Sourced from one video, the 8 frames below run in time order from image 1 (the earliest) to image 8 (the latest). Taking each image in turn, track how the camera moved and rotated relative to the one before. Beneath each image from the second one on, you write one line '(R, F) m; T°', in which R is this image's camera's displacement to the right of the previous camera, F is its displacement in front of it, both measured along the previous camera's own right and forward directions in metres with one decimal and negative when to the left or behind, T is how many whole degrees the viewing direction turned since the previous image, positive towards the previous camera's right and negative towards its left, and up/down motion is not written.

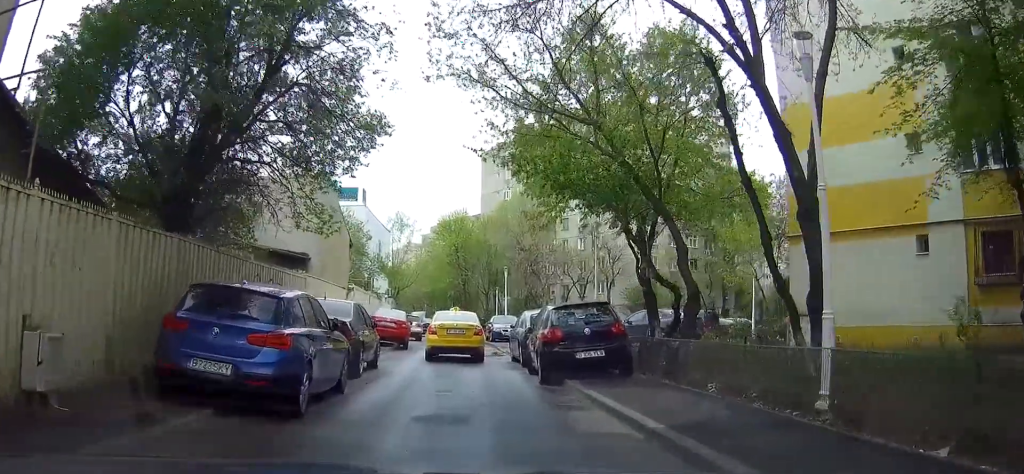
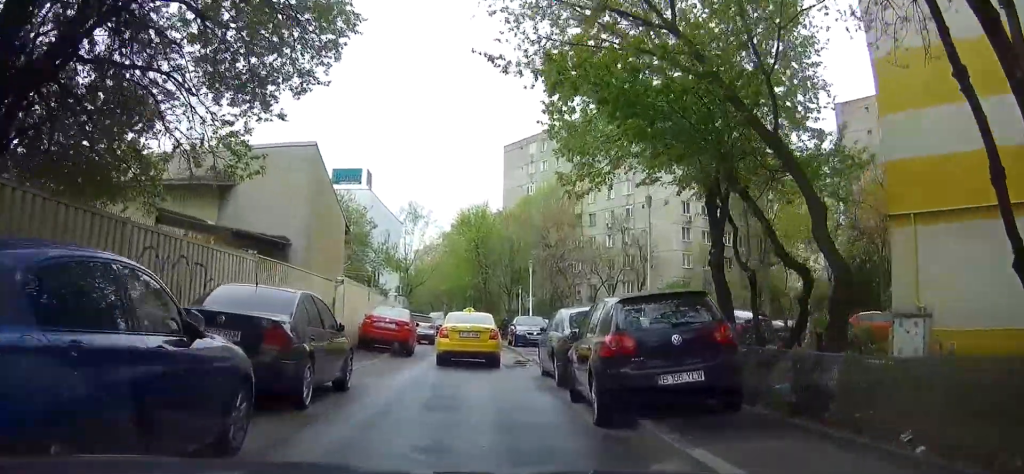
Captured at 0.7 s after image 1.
(-0.1, +5.4) m; +2°
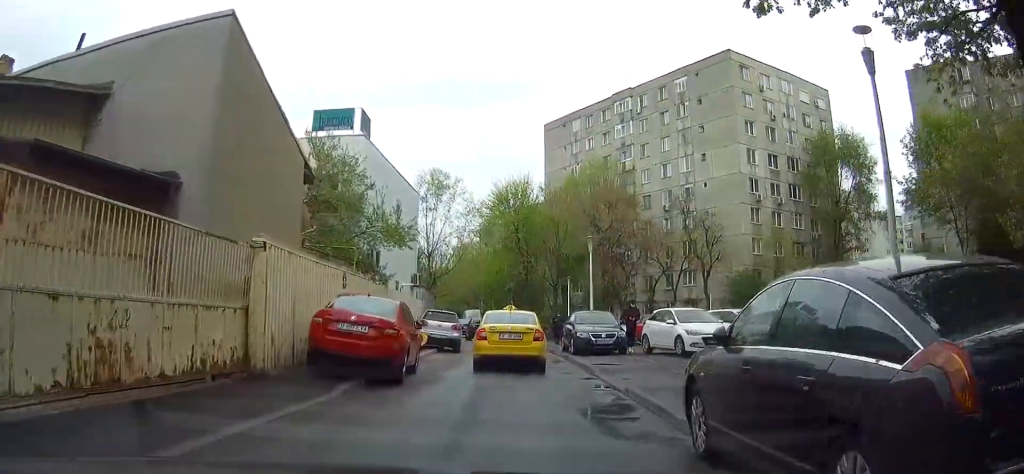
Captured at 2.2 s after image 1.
(+0.7, +10.6) m; +5°
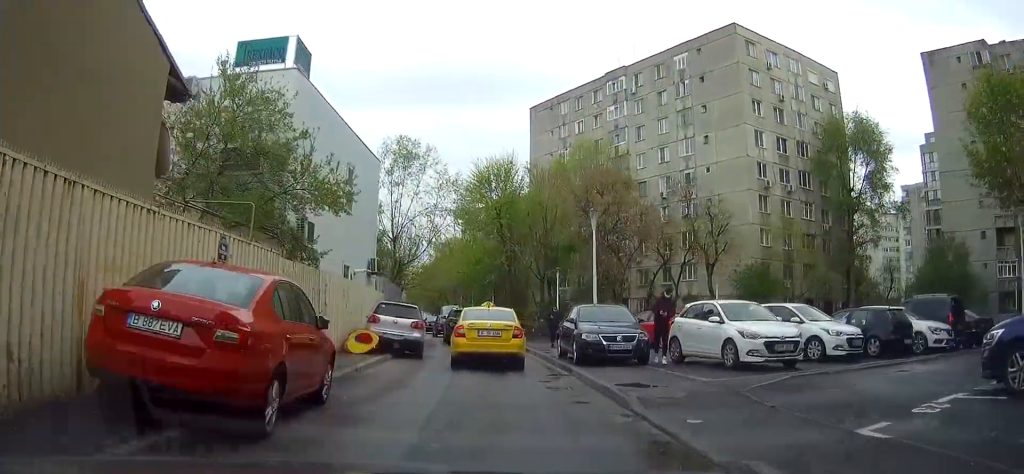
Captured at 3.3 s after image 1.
(0.0, +6.8) m; -2°
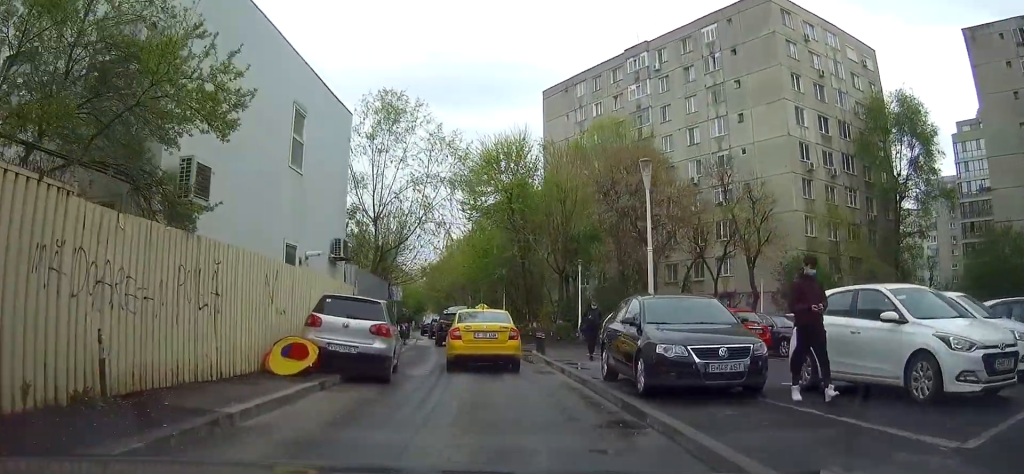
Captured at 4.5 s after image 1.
(-0.3, +7.6) m; -2°
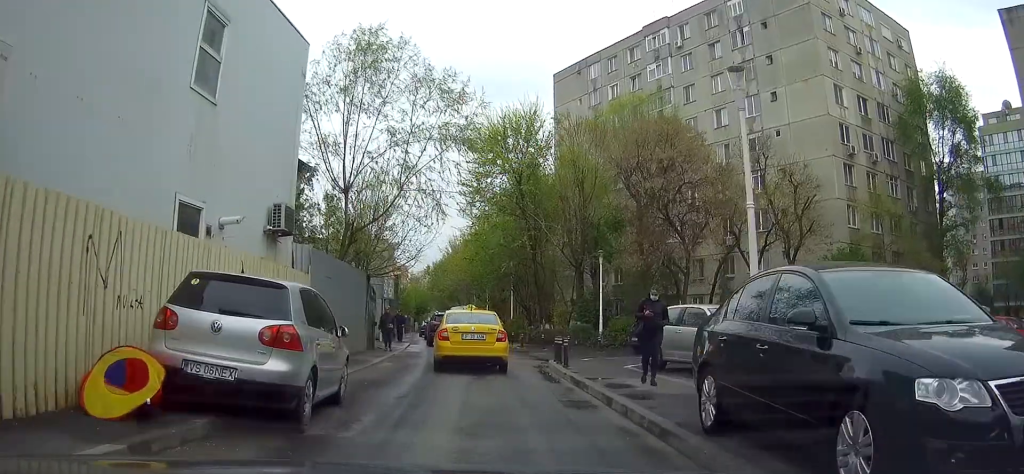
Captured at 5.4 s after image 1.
(0.0, +6.3) m; -2°
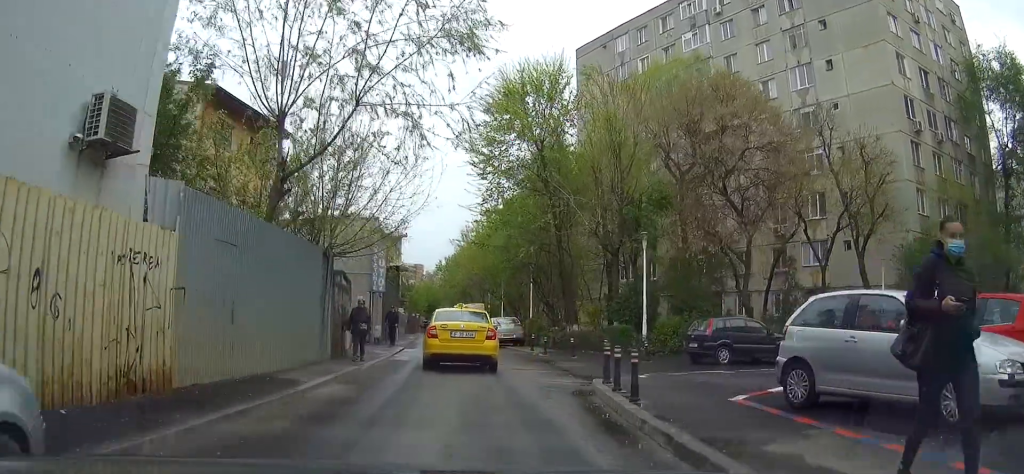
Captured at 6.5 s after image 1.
(-0.3, +7.4) m; -3°
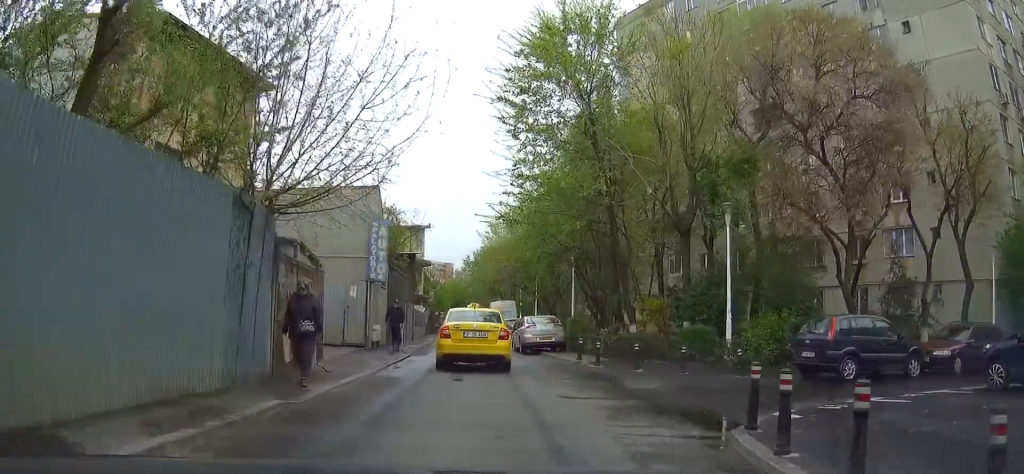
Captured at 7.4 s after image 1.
(0.0, +6.8) m; +4°
